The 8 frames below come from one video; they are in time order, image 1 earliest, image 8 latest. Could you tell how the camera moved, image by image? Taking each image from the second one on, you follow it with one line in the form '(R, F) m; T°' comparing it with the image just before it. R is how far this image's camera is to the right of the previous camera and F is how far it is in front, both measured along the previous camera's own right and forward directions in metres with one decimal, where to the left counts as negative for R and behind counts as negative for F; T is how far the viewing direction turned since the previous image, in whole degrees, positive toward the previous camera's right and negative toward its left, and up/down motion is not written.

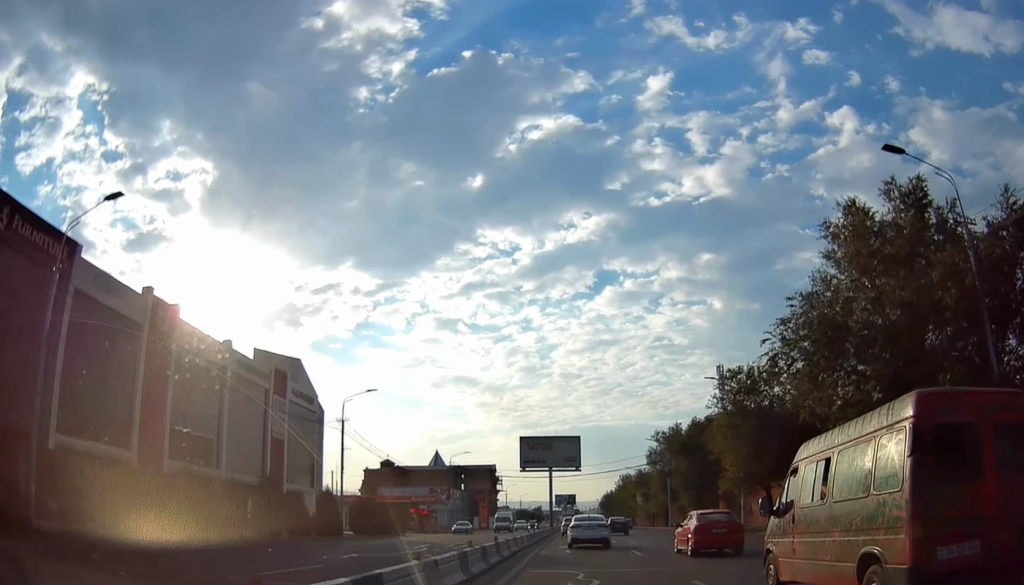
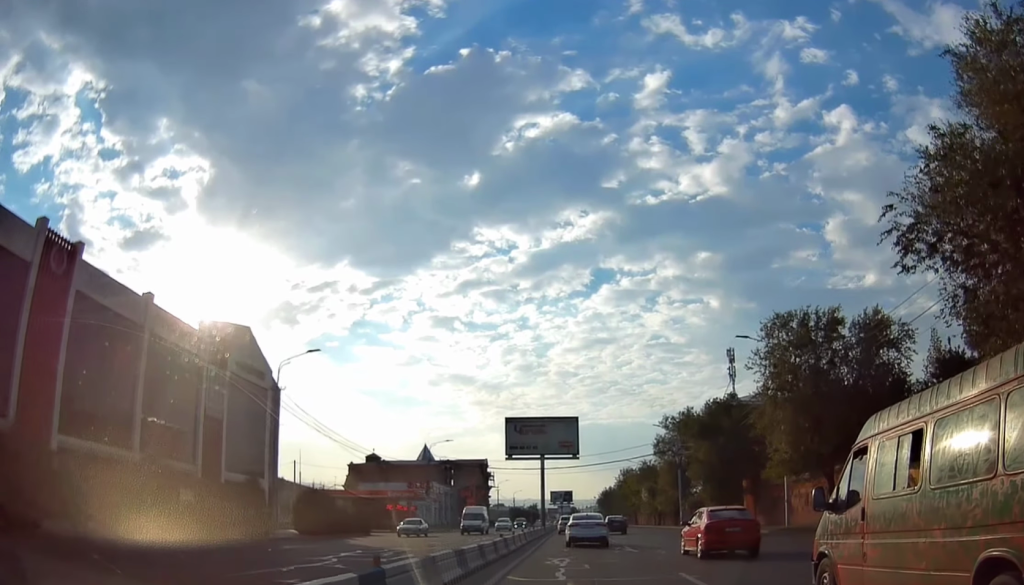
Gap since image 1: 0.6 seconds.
(+0.3, +11.9) m; +1°
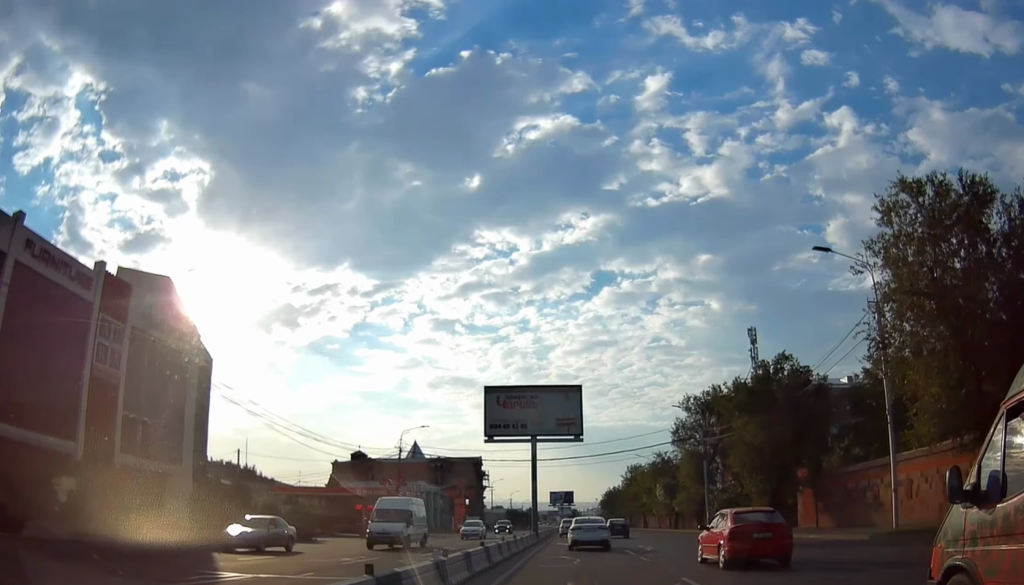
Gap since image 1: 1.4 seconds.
(+0.1, +14.6) m; 0°
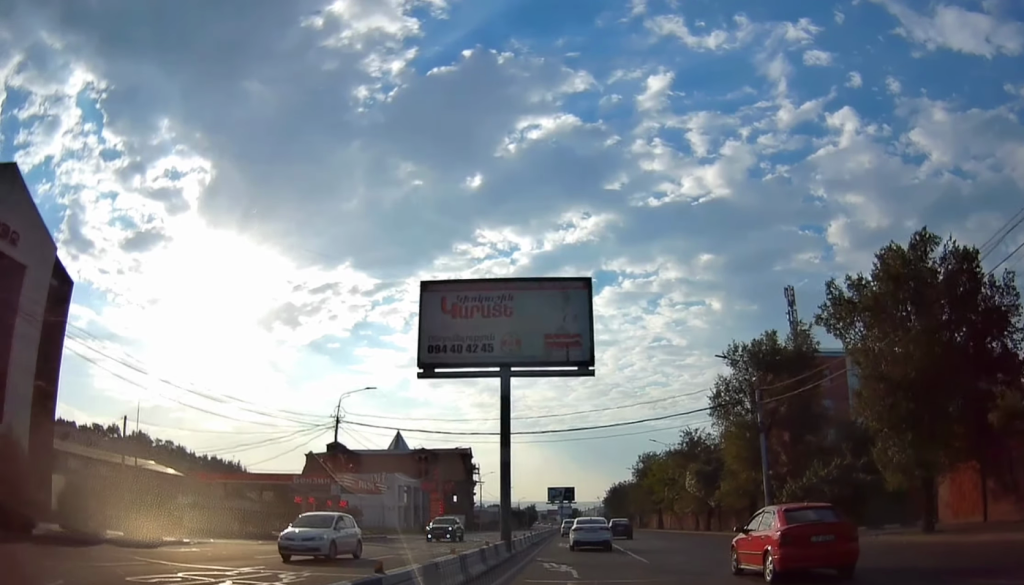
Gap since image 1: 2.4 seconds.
(0.0, +19.0) m; -1°
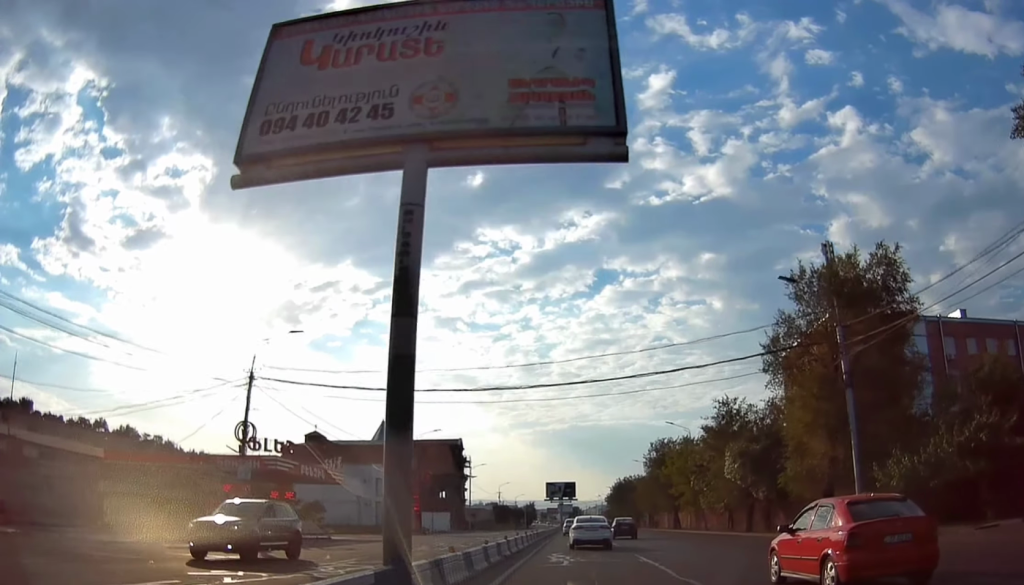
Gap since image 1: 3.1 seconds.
(-0.1, +14.6) m; -1°
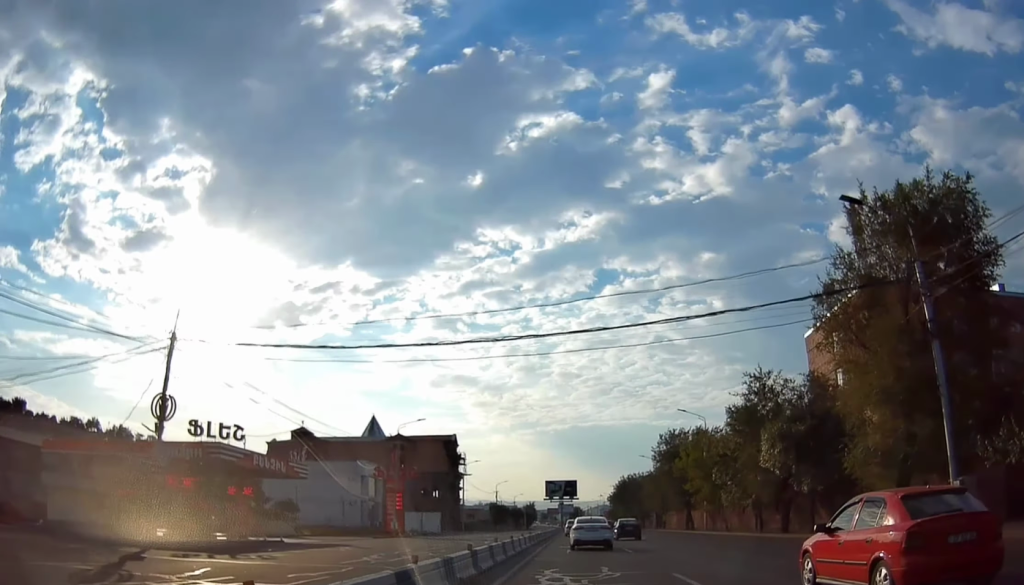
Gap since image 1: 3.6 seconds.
(-0.2, +8.2) m; 0°
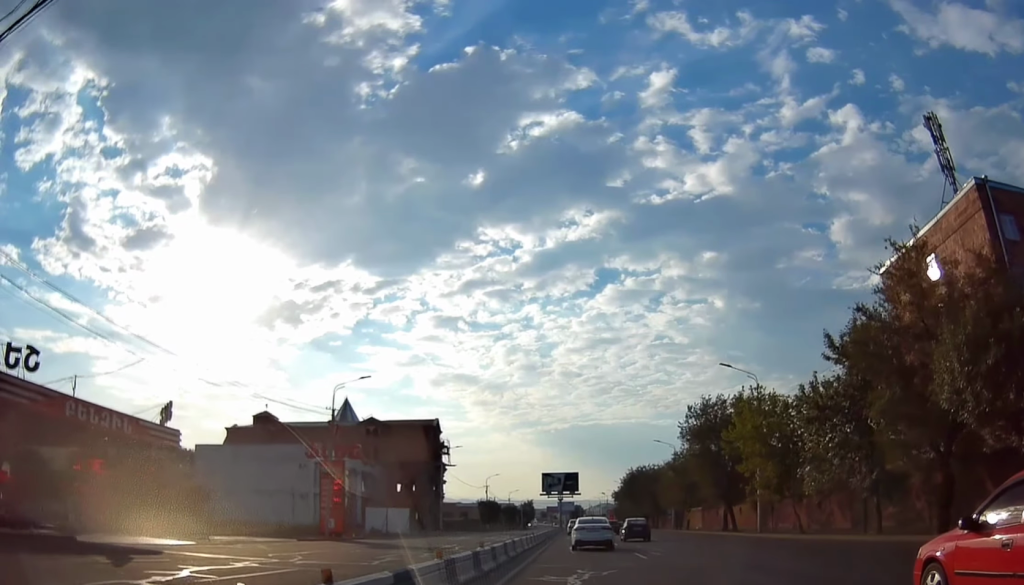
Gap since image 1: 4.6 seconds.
(+0.2, +18.7) m; 0°
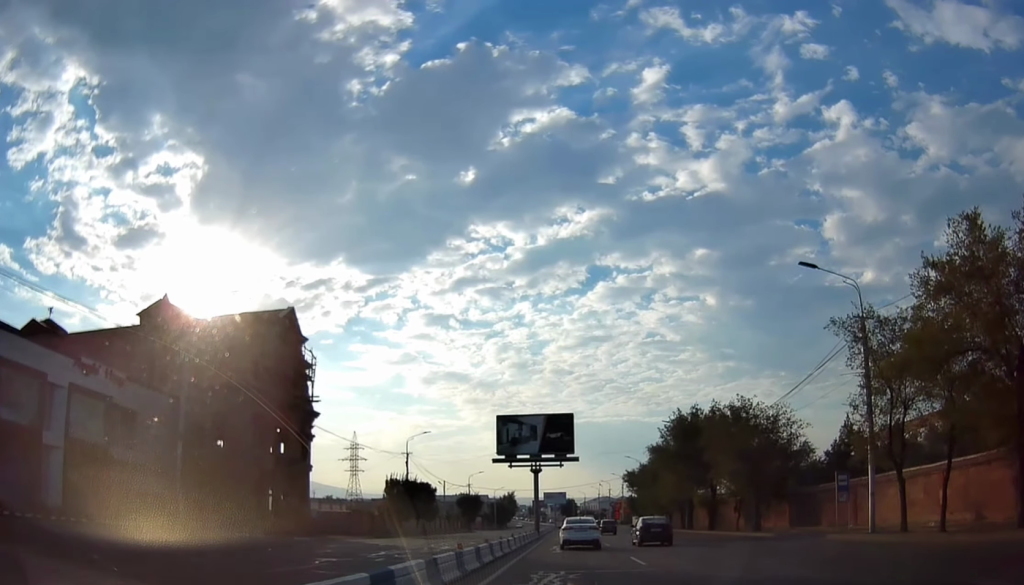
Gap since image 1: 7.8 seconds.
(+1.0, +60.8) m; +1°
